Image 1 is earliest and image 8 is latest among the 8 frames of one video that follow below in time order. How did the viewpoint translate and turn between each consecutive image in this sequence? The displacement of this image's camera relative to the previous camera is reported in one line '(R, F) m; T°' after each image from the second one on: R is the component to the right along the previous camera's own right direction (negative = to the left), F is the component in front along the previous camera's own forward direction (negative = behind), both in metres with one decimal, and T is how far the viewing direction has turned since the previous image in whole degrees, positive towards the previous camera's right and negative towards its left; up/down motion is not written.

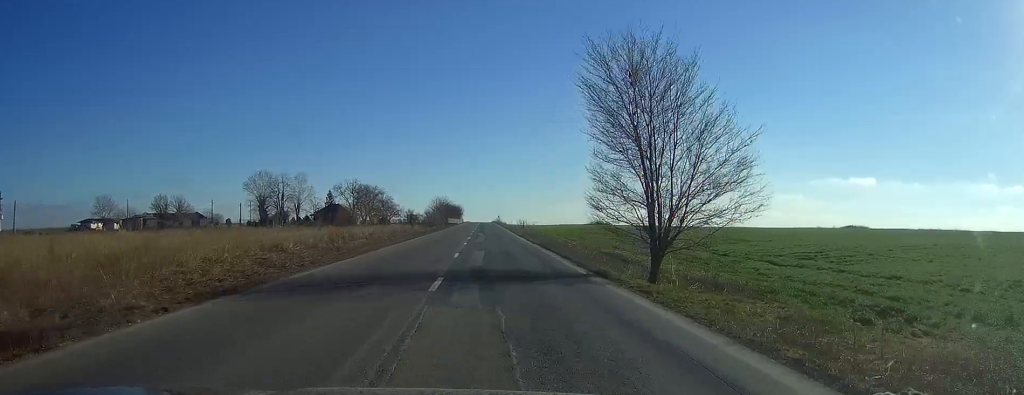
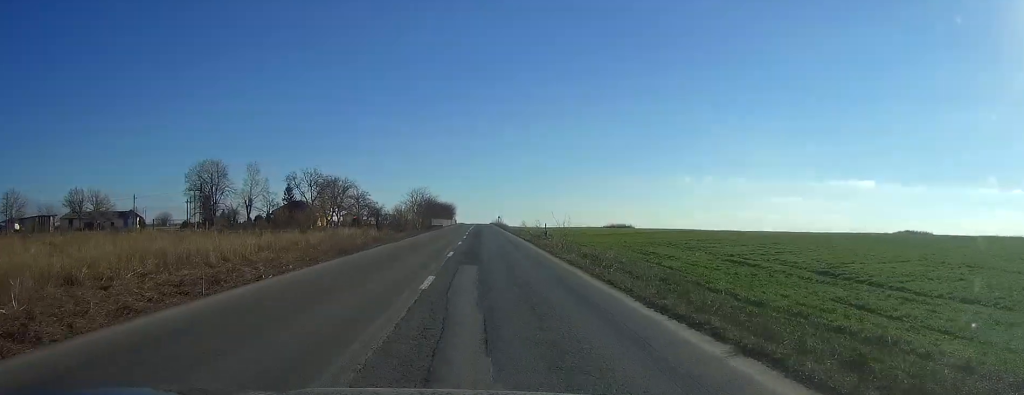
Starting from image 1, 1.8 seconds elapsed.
(+0.2, +47.5) m; +1°
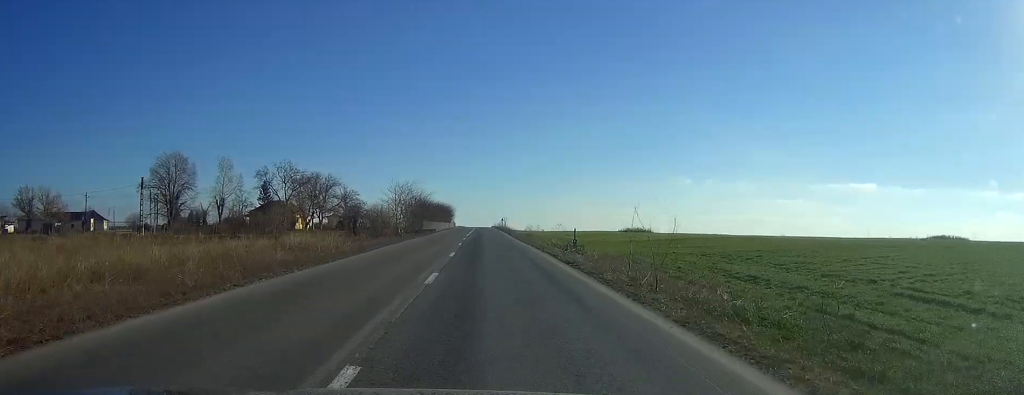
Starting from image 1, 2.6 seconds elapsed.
(0.0, +22.4) m; 0°
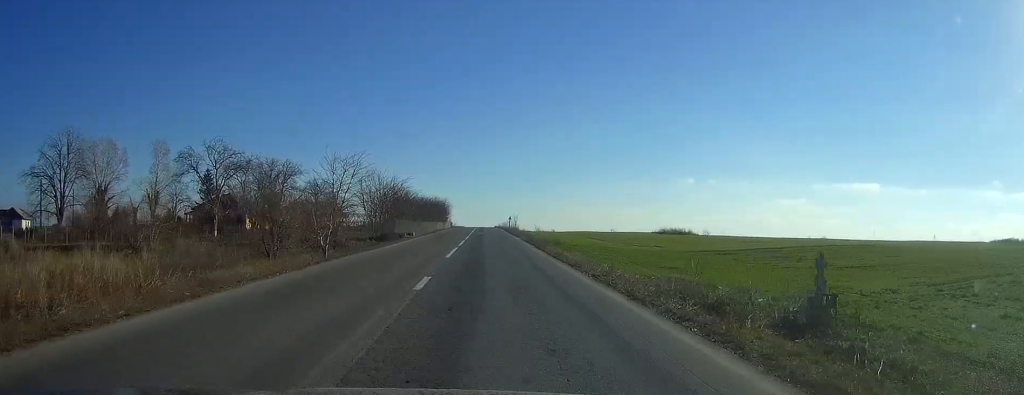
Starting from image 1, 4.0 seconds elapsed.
(-0.1, +37.7) m; 0°
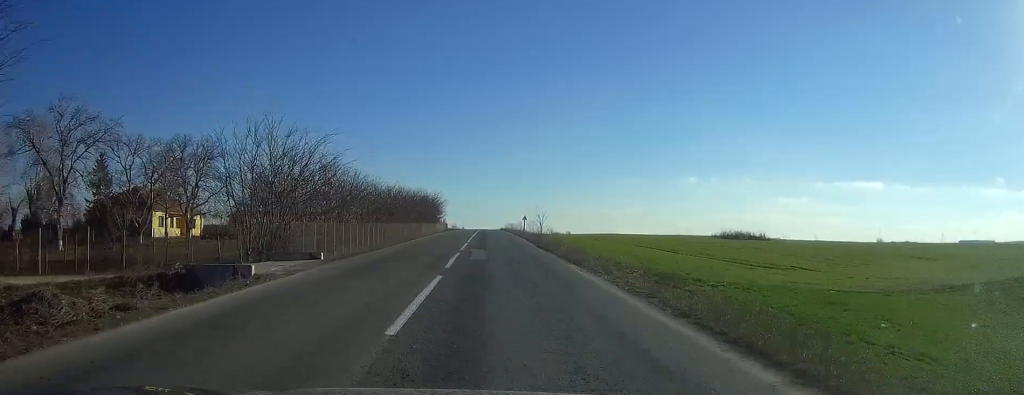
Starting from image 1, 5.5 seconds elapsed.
(-0.9, +40.9) m; -3°
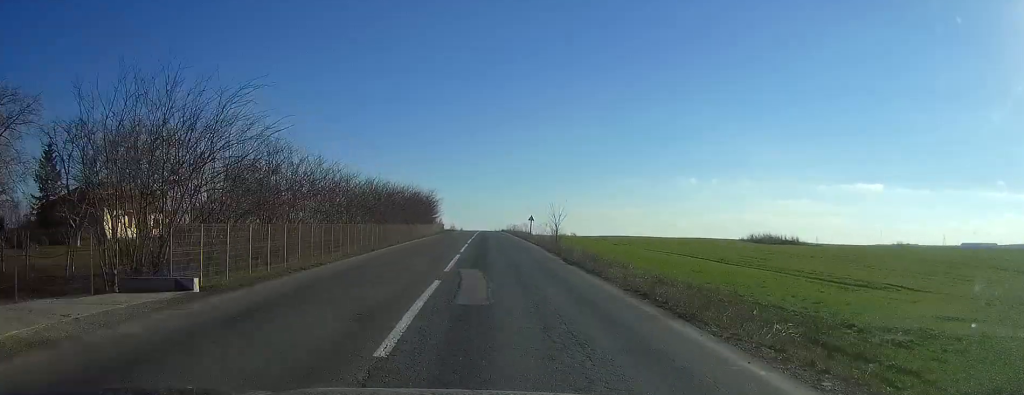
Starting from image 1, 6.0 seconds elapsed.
(-0.3, +13.3) m; -1°
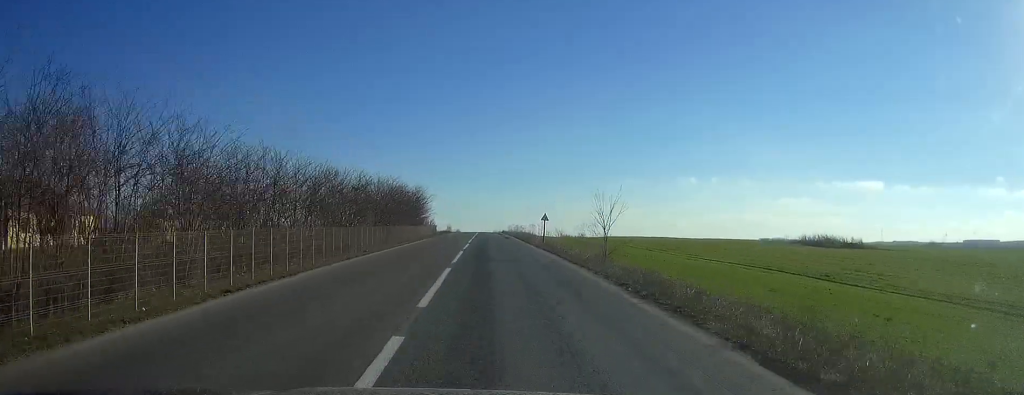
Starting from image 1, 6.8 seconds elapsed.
(-0.1, +19.5) m; 0°
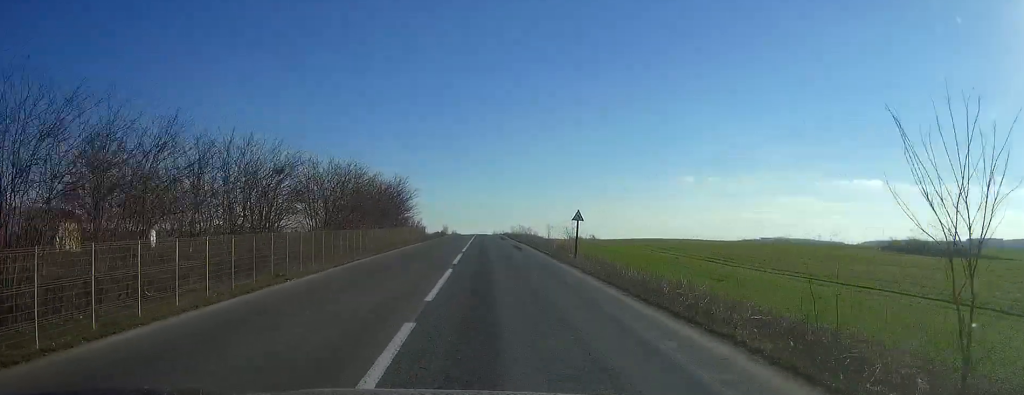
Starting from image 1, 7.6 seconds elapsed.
(0.0, +22.2) m; 0°
